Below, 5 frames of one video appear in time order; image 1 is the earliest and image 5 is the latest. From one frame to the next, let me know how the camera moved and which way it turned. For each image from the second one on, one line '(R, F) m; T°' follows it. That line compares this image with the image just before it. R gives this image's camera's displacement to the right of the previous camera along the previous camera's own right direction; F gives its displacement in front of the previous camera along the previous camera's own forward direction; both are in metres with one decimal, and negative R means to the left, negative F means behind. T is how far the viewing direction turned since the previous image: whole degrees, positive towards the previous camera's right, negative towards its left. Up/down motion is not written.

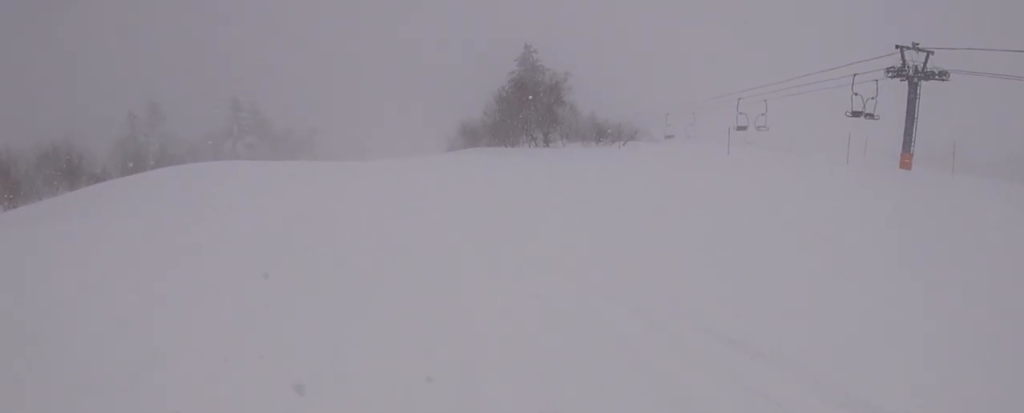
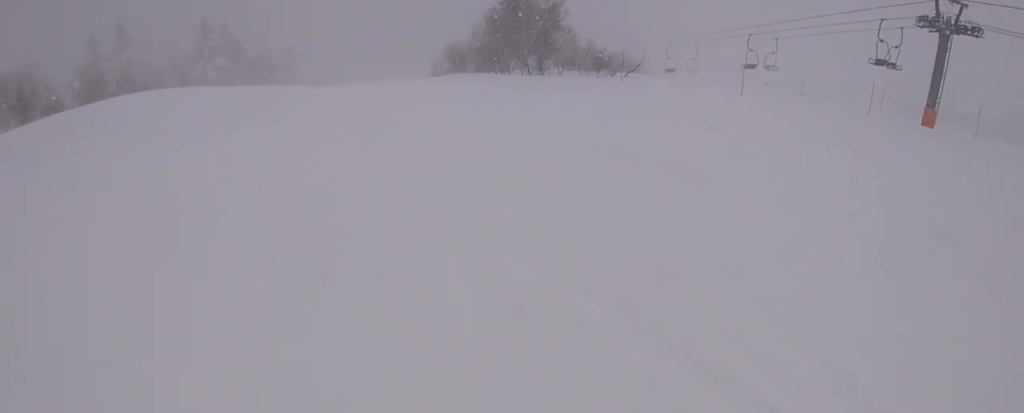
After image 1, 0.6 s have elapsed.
(+0.2, +2.8) m; -1°
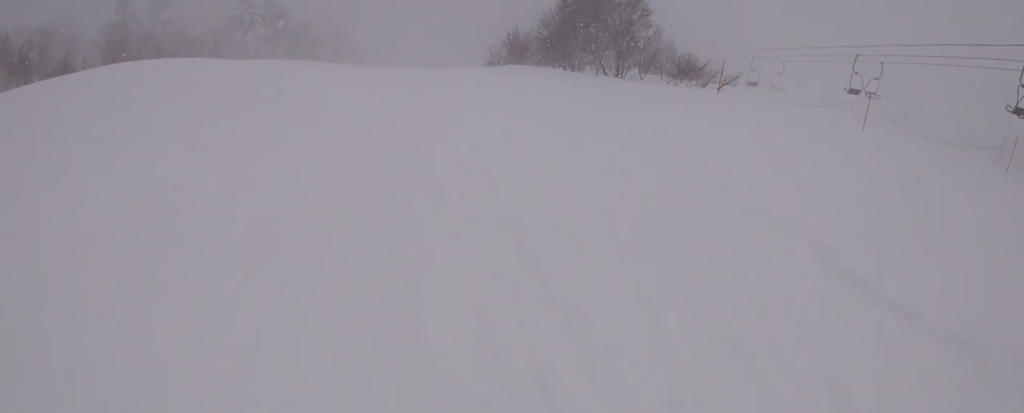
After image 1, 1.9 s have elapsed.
(-1.0, +6.0) m; -9°
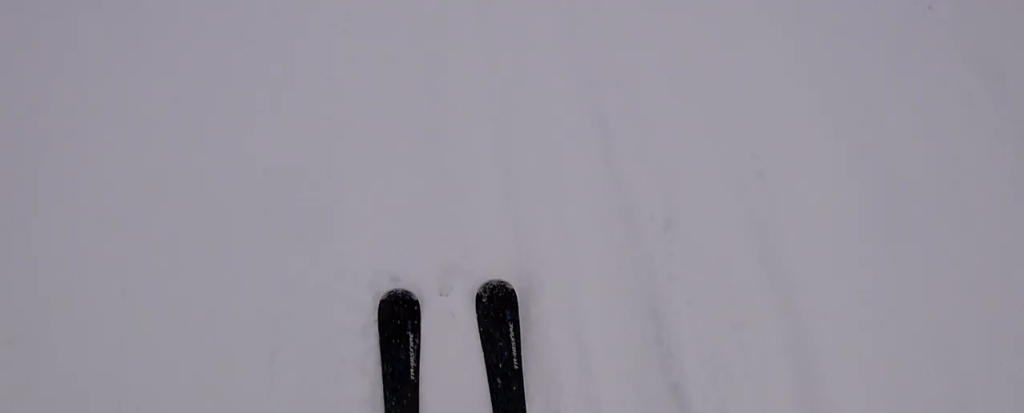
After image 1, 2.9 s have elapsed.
(+0.1, +3.9) m; +4°
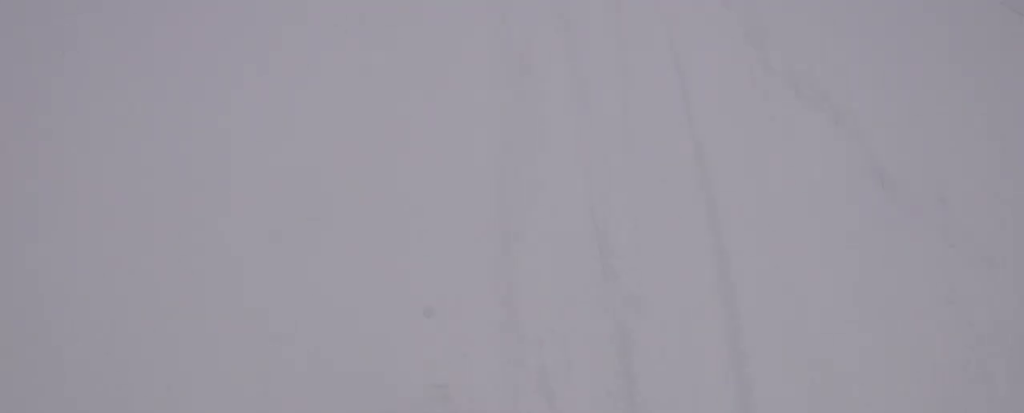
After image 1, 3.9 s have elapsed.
(+0.3, +3.7) m; +1°
